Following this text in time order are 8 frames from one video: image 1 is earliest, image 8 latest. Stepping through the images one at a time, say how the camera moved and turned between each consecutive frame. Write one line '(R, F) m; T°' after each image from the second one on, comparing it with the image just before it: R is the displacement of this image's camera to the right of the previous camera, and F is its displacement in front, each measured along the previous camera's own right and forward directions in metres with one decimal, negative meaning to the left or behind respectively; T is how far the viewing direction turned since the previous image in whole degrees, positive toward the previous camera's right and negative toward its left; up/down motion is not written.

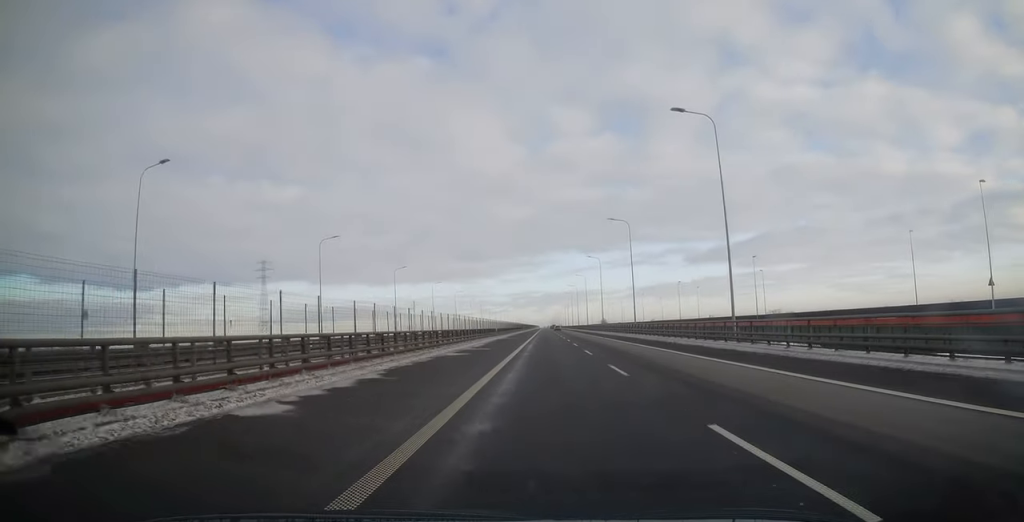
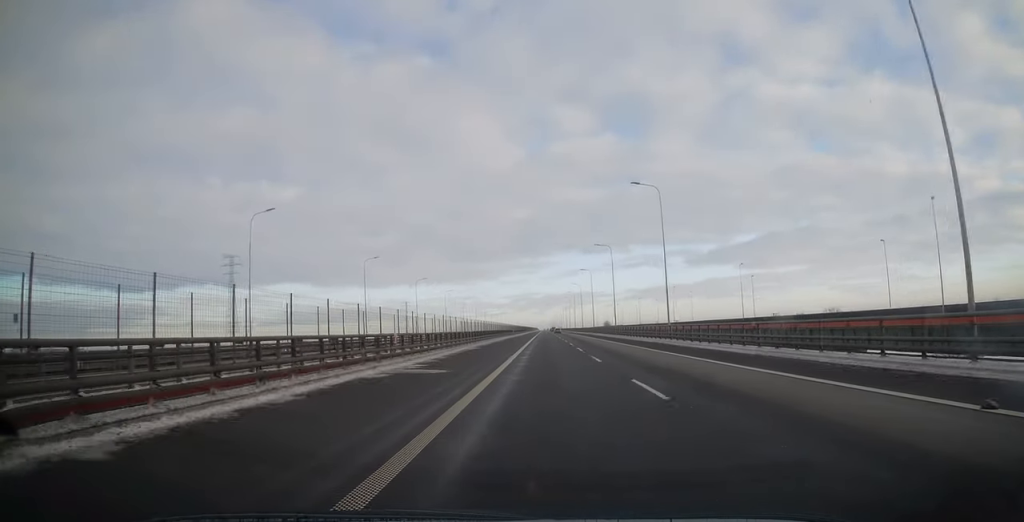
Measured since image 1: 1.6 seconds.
(0.0, +52.4) m; +1°
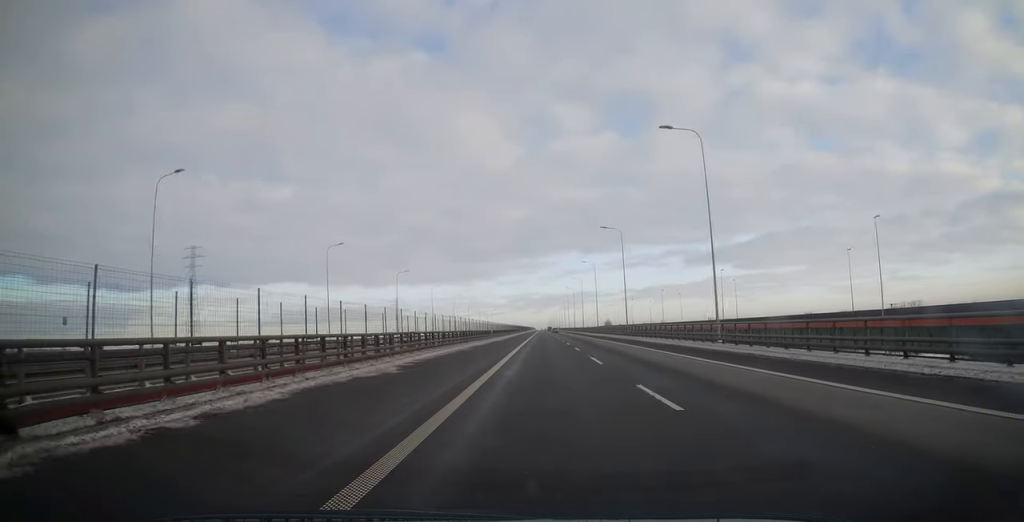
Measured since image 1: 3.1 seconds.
(+0.3, +49.1) m; 0°
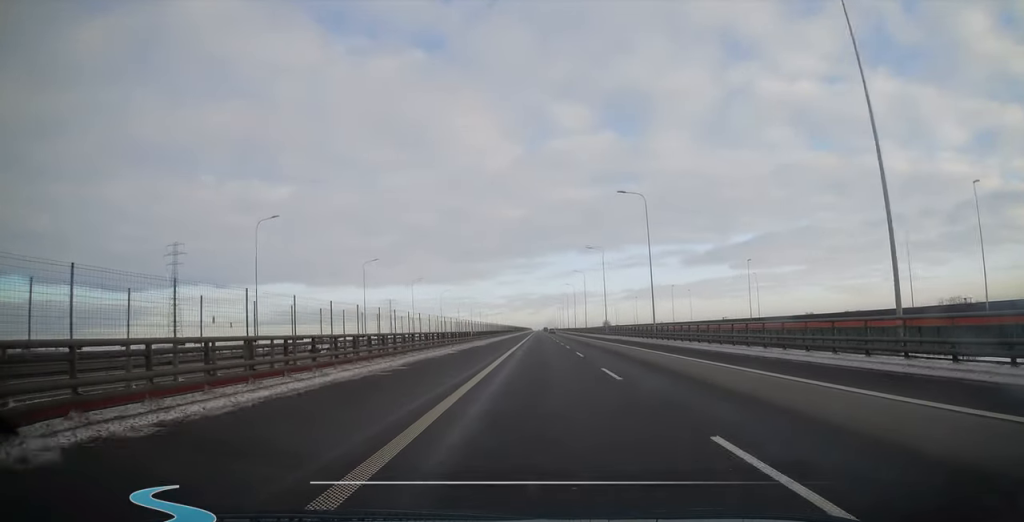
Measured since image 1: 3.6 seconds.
(0.0, +18.2) m; 0°
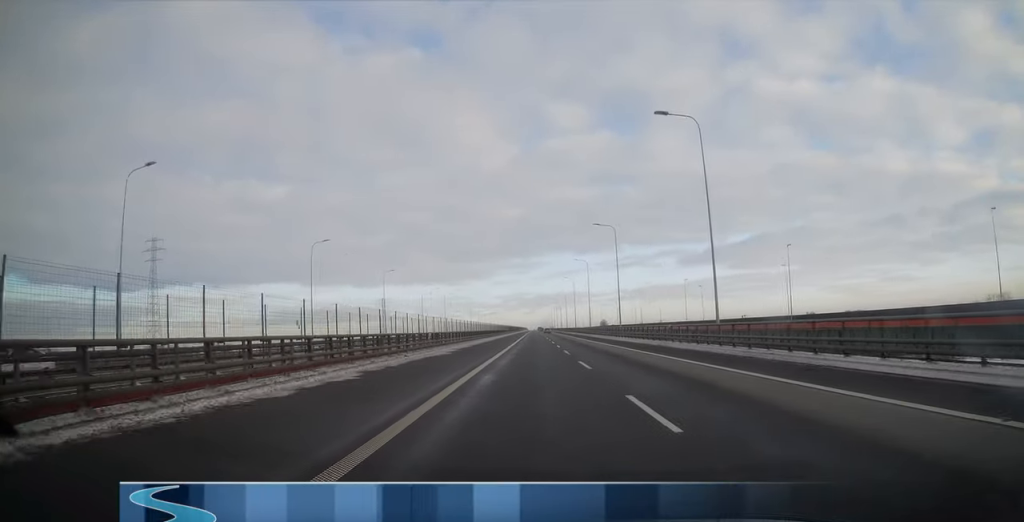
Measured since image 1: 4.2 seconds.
(0.0, +19.3) m; 0°
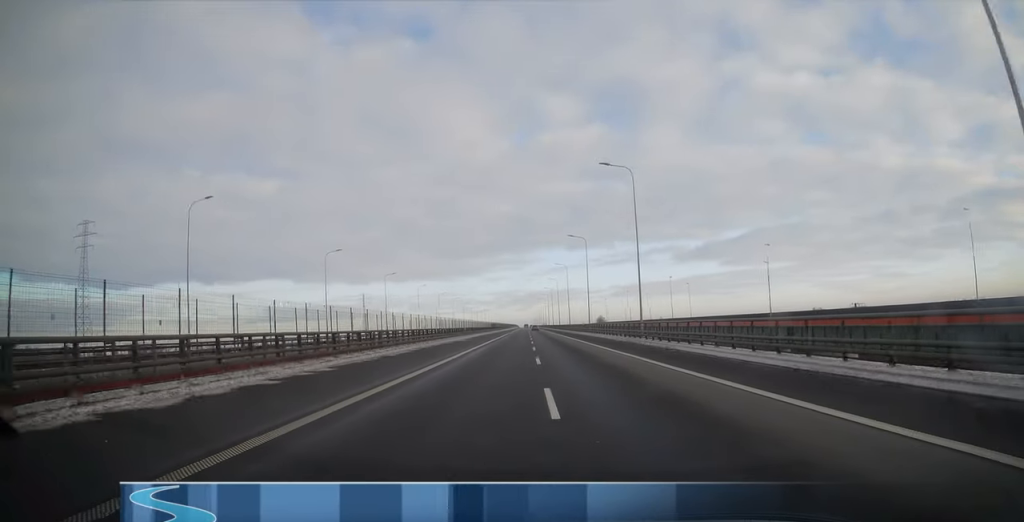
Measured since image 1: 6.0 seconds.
(0.0, +58.4) m; 0°
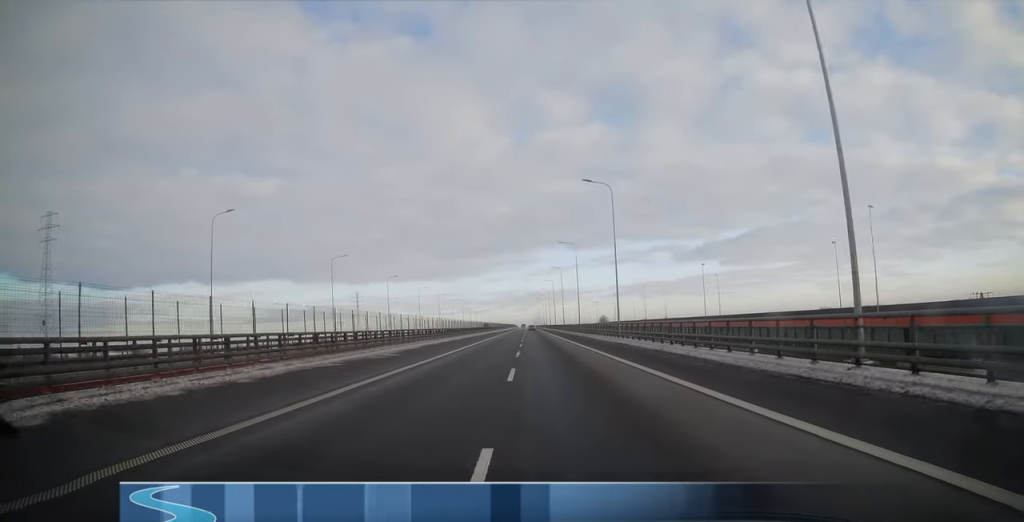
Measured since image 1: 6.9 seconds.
(0.0, +30.0) m; 0°
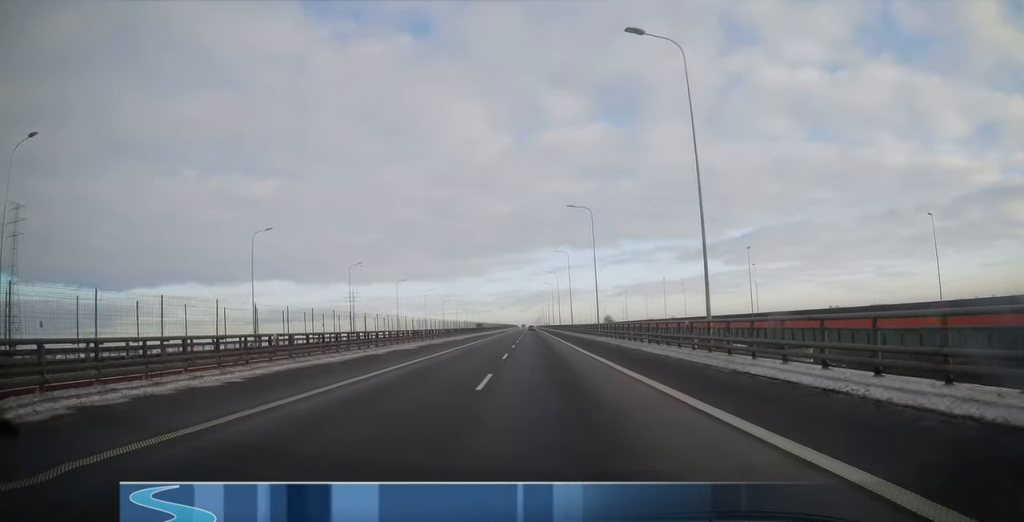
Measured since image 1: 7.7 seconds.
(0.0, +25.8) m; 0°
